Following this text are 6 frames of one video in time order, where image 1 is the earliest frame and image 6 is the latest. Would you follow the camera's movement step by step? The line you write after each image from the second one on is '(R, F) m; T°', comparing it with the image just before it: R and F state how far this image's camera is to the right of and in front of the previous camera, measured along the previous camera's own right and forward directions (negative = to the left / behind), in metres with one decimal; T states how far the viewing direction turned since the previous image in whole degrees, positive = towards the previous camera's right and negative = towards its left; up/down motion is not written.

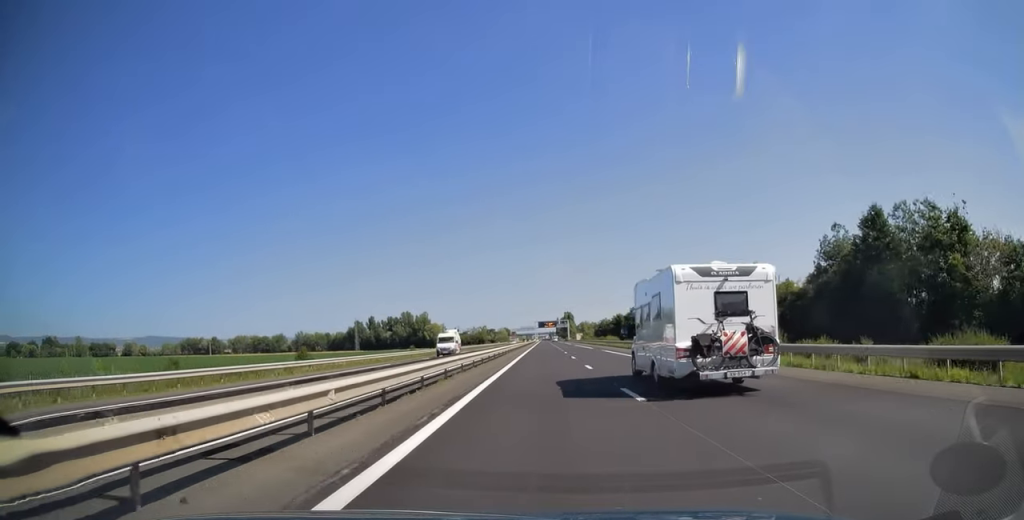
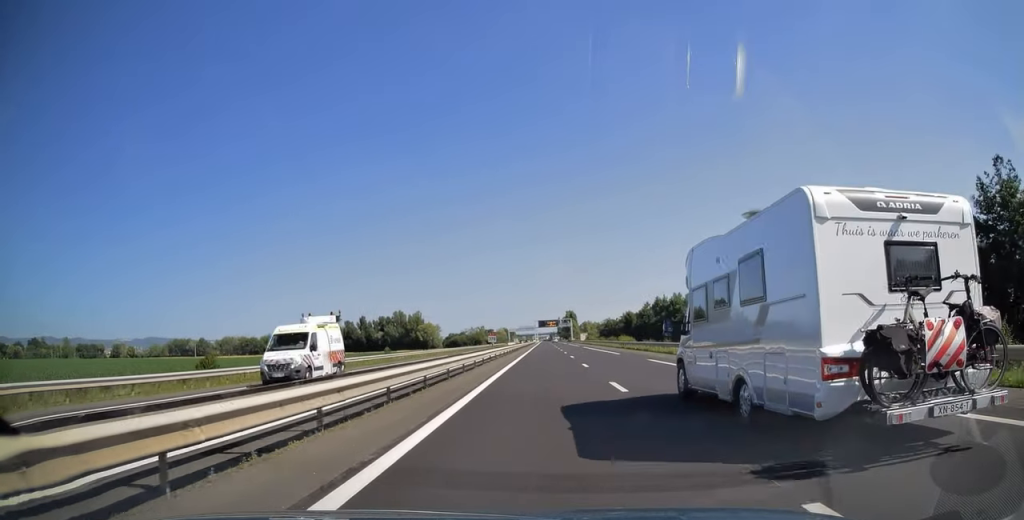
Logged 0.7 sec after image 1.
(+0.1, +23.9) m; 0°
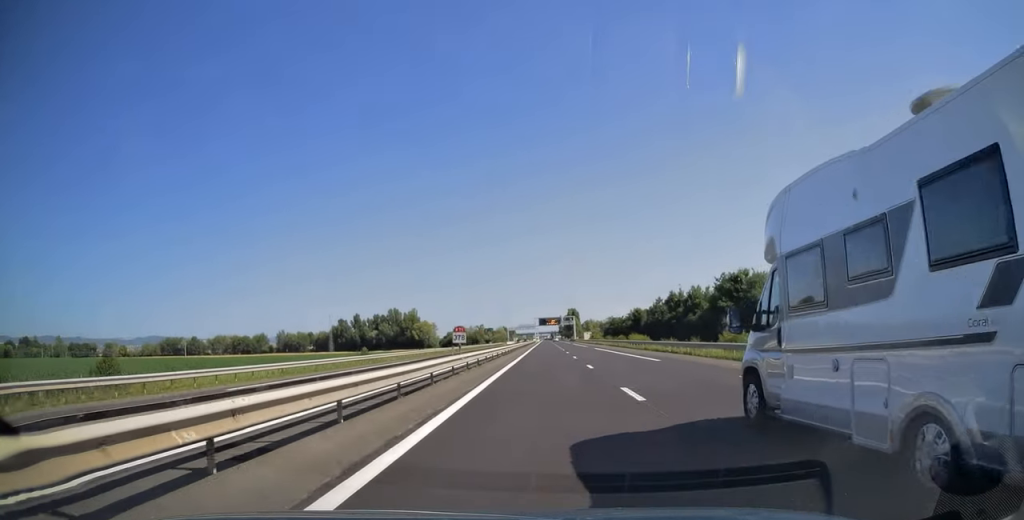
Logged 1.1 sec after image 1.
(0.0, +15.4) m; 0°
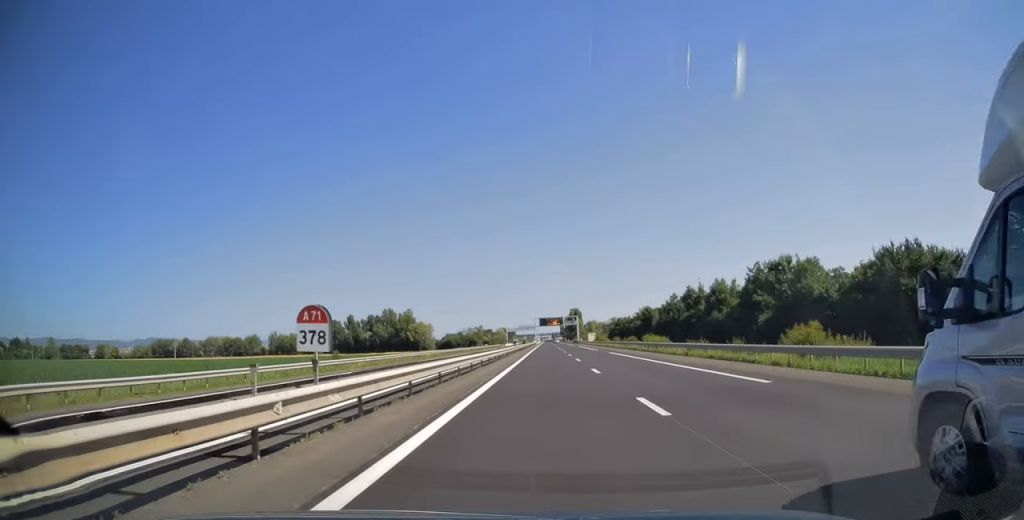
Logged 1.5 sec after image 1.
(0.0, +15.3) m; 0°
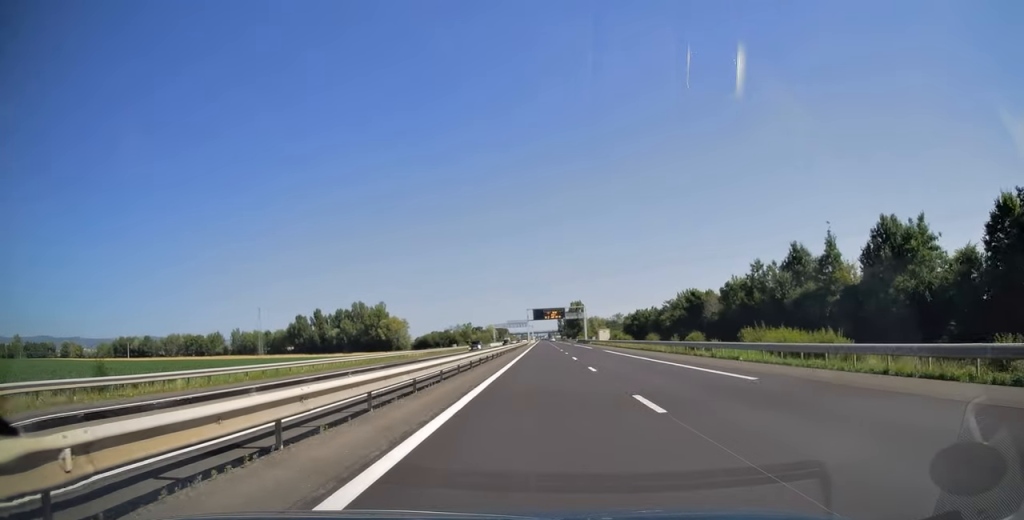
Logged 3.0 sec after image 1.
(-0.1, +52.2) m; 0°
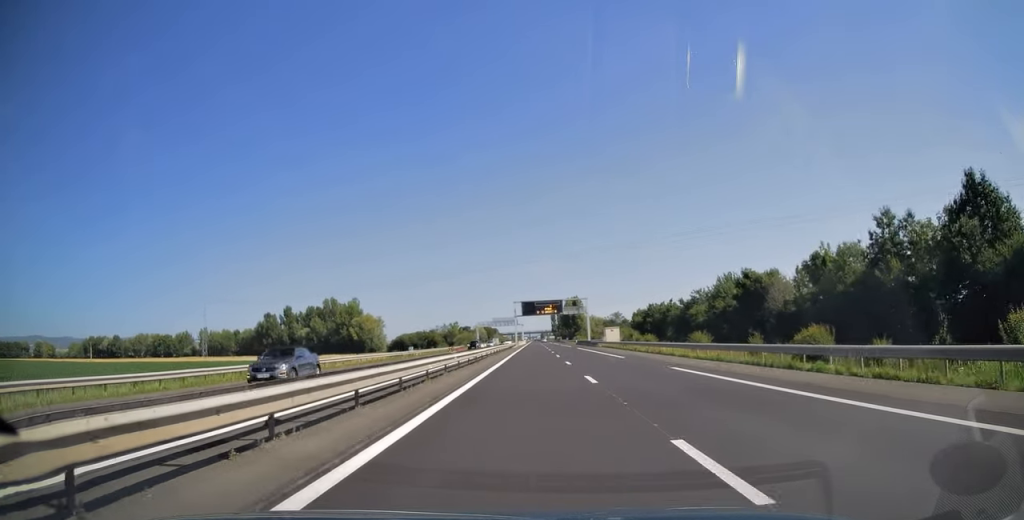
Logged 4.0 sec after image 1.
(+0.1, +31.9) m; 0°
